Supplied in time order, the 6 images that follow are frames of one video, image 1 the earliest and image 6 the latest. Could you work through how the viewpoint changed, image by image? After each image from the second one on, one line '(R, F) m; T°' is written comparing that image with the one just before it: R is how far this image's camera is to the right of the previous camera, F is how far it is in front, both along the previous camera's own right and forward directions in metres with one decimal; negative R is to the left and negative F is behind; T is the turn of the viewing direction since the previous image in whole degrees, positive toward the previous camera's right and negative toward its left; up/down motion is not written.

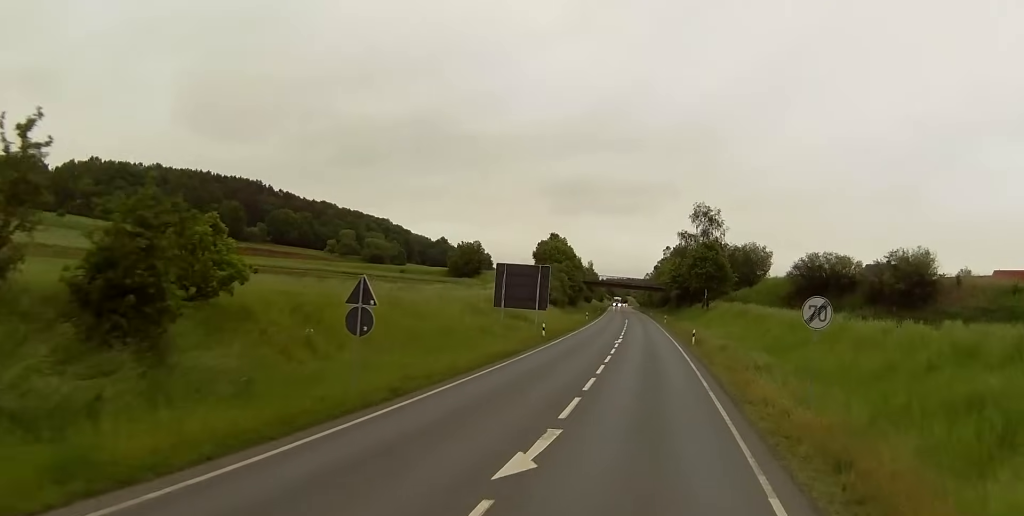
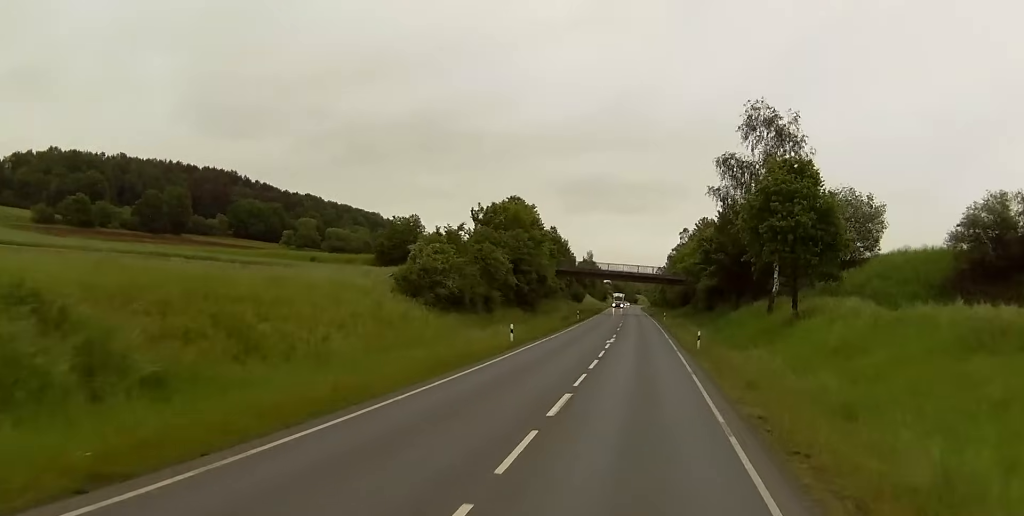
(+1.1, +60.8) m; 0°
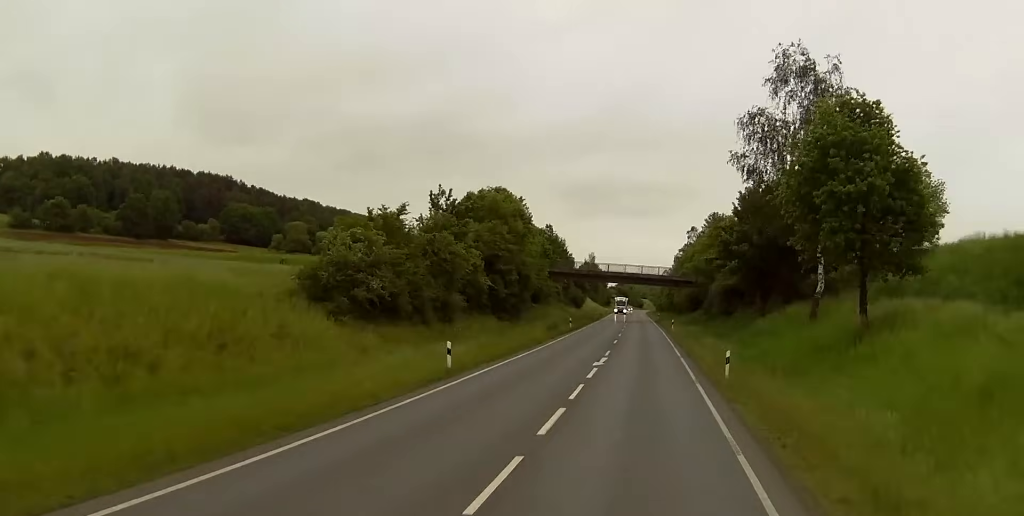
(0.0, +14.5) m; -1°
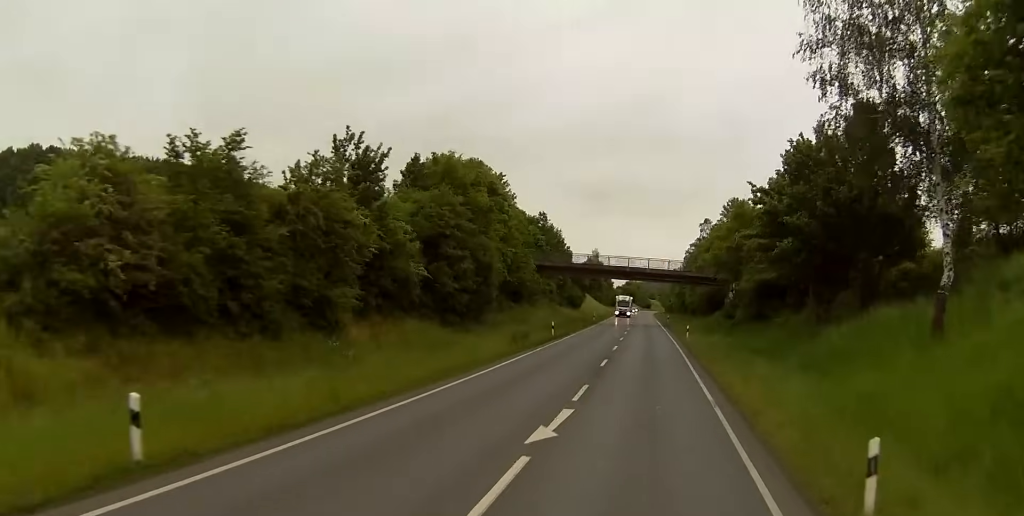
(-0.3, +19.1) m; -1°
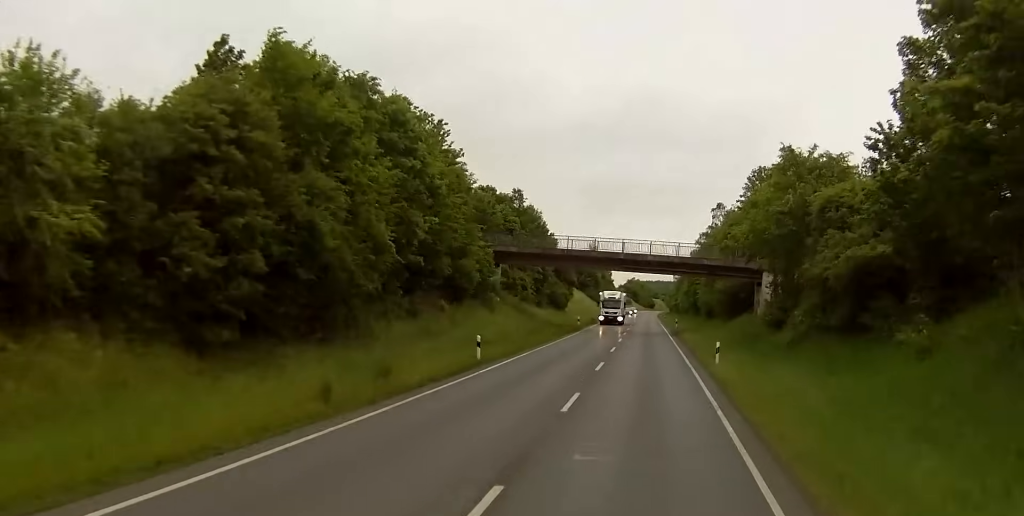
(+0.3, +26.3) m; 0°
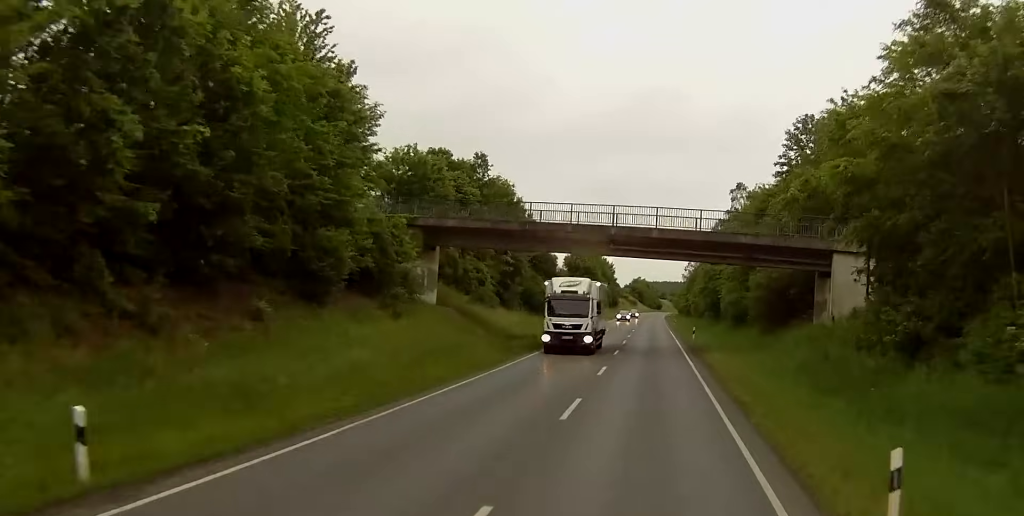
(-0.5, +25.0) m; -1°
